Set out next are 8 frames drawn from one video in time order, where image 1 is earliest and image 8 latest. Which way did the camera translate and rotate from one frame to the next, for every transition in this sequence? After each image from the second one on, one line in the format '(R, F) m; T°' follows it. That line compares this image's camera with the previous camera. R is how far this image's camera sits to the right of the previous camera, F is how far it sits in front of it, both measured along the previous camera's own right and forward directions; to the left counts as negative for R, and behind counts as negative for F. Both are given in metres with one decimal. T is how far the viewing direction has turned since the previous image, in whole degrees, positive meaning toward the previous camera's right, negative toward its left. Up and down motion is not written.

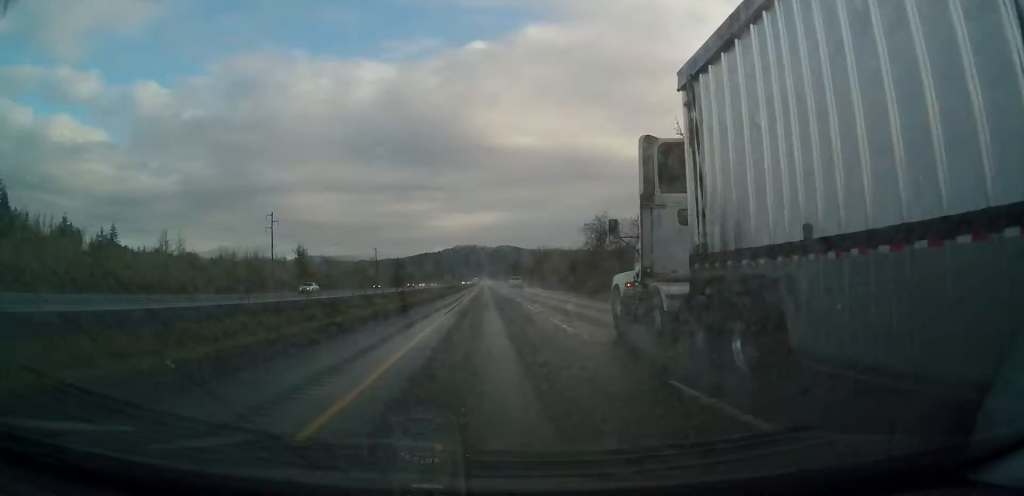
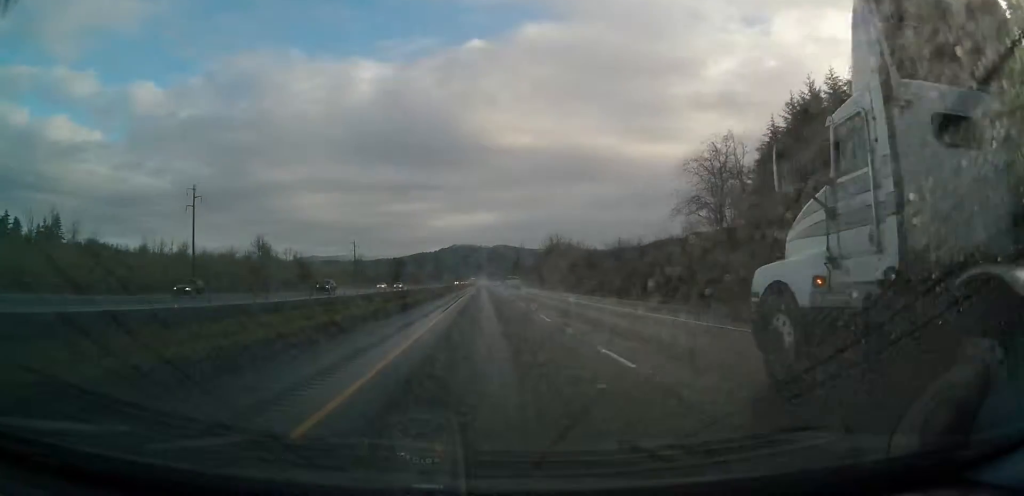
(+0.2, +43.8) m; 0°
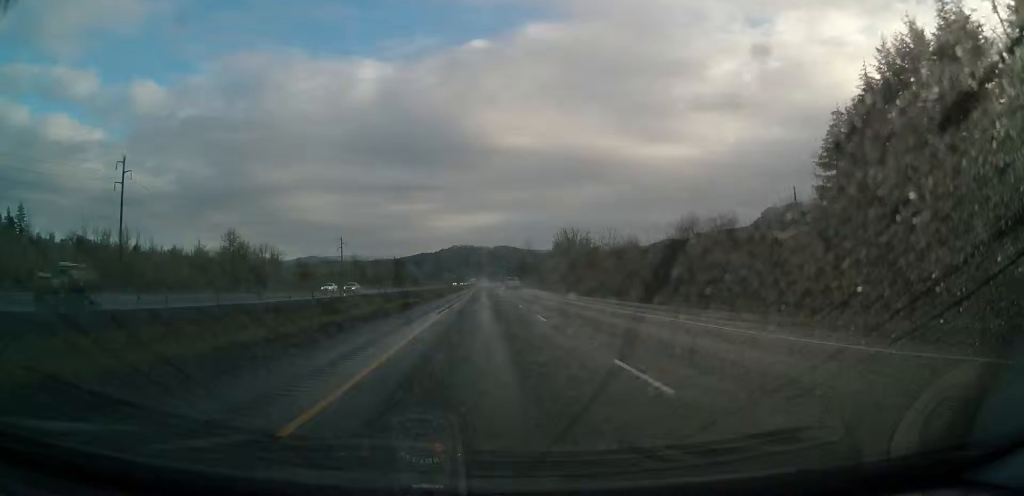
(0.0, +26.2) m; +1°
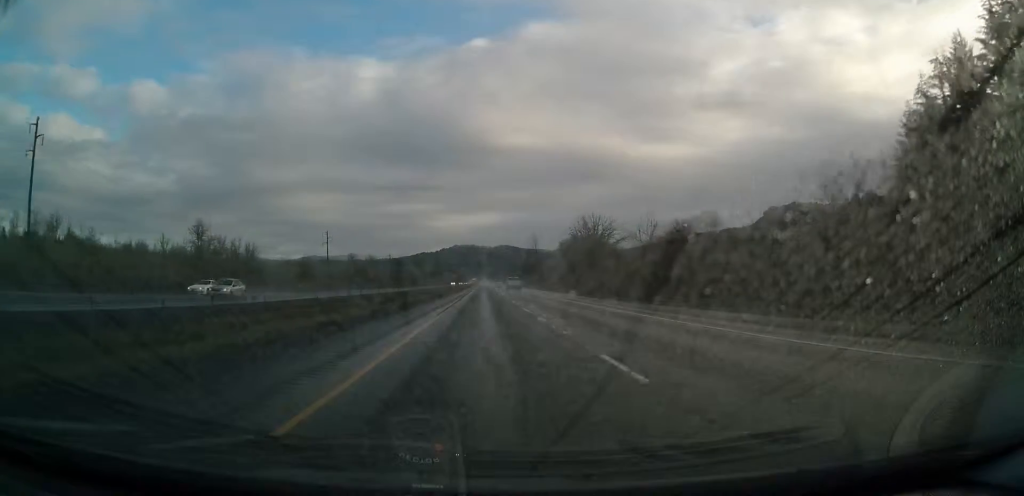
(+0.2, +22.9) m; 0°
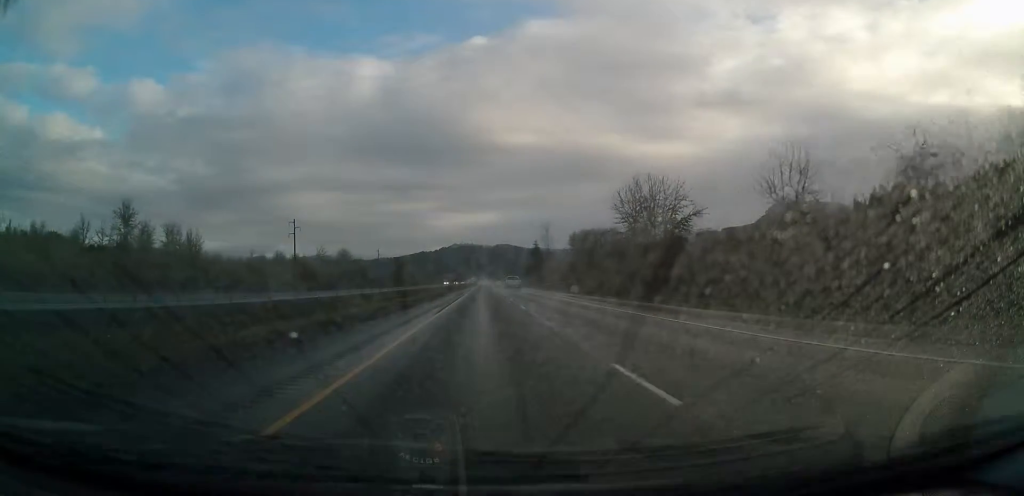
(-0.2, +37.3) m; -1°
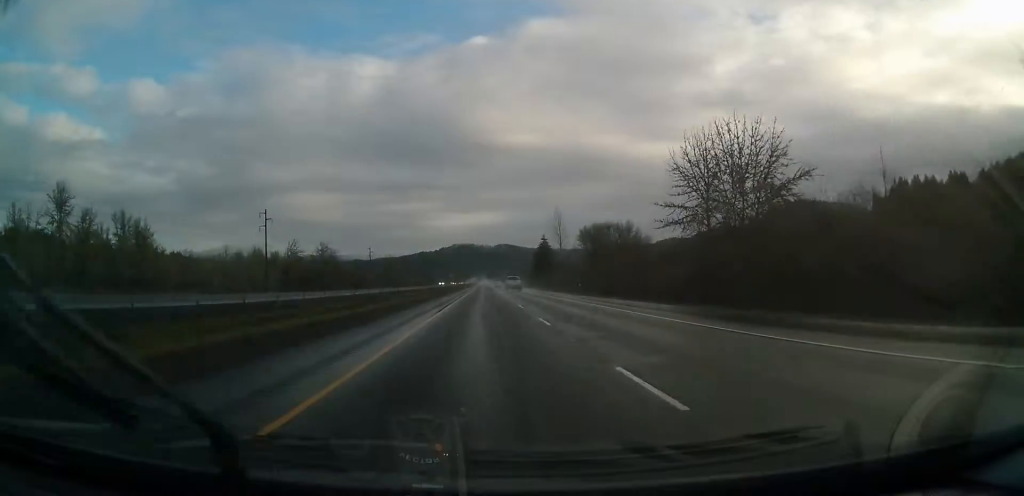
(-0.1, +24.3) m; 0°
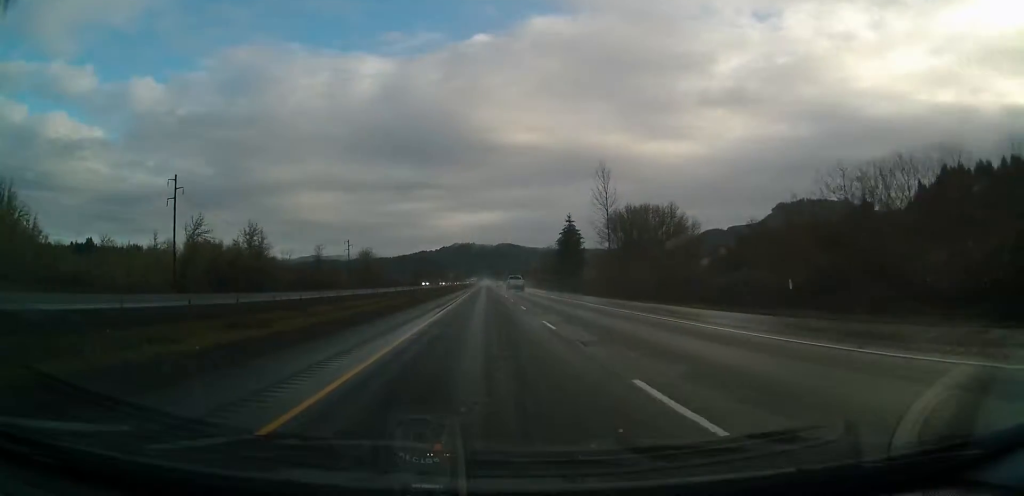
(+0.2, +48.9) m; 0°
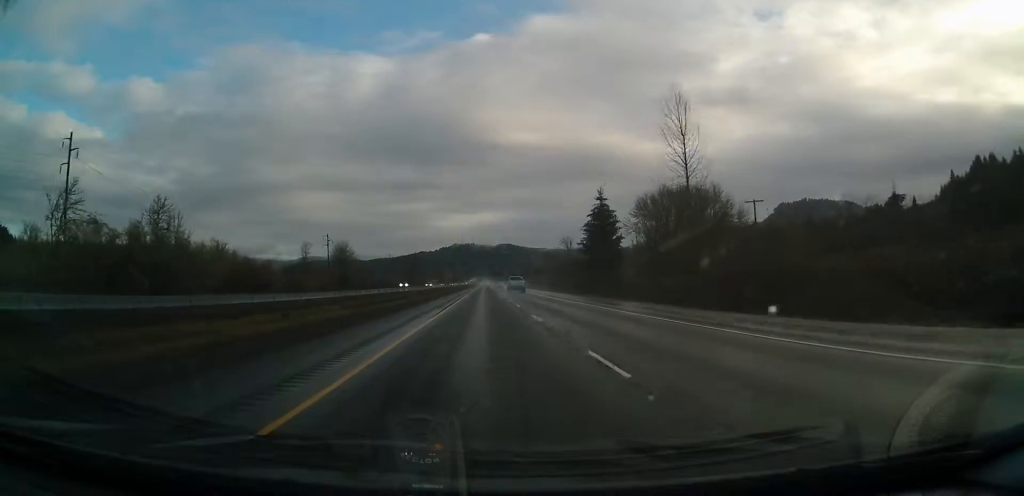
(-0.2, +32.5) m; 0°
